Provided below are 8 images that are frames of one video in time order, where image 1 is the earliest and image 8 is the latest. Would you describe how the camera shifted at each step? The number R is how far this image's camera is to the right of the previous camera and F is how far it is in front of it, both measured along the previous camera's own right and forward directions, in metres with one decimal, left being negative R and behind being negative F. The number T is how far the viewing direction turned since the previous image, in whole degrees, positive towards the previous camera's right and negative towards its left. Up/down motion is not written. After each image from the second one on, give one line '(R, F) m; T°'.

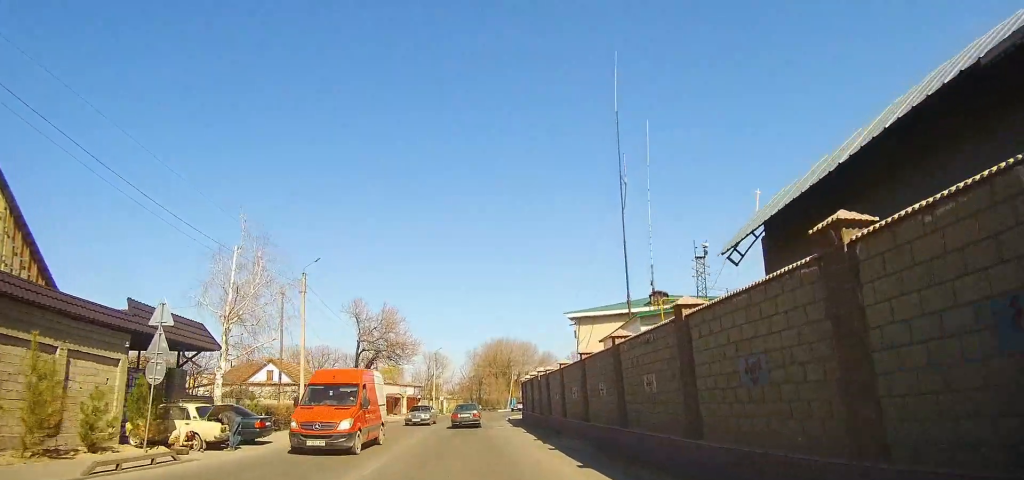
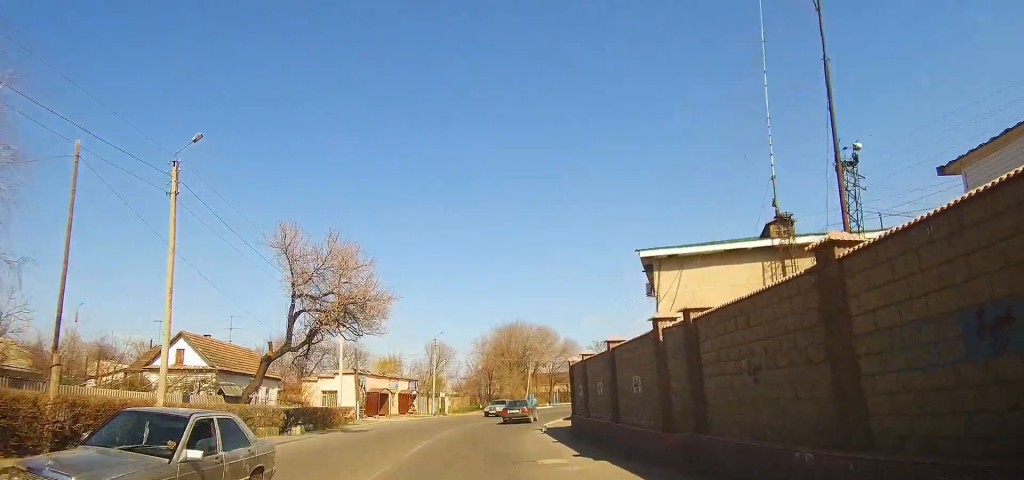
(0.0, +17.6) m; 0°
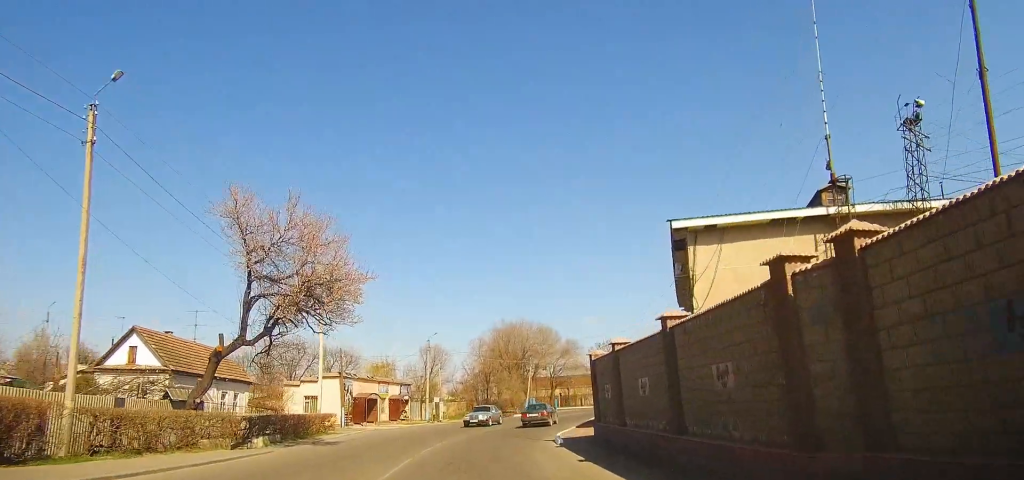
(0.0, +4.9) m; 0°
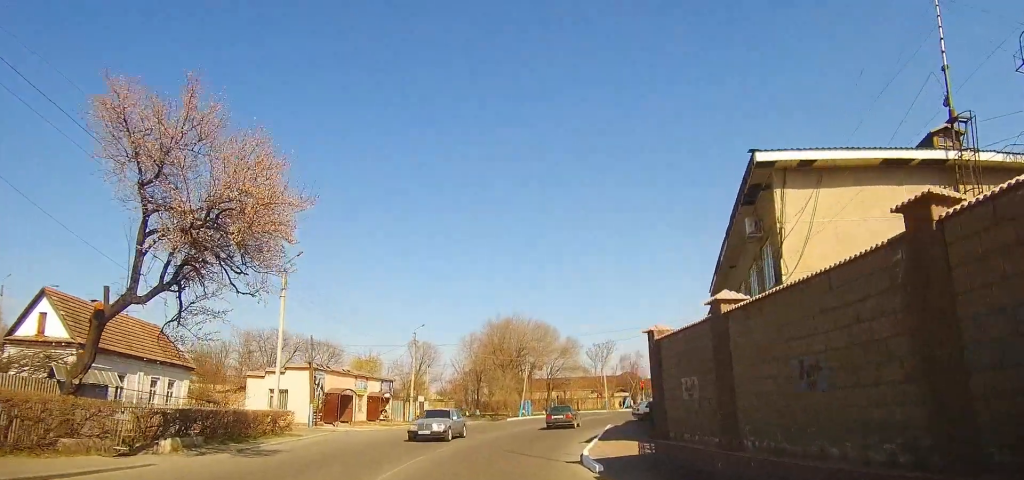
(0.0, +7.1) m; +1°
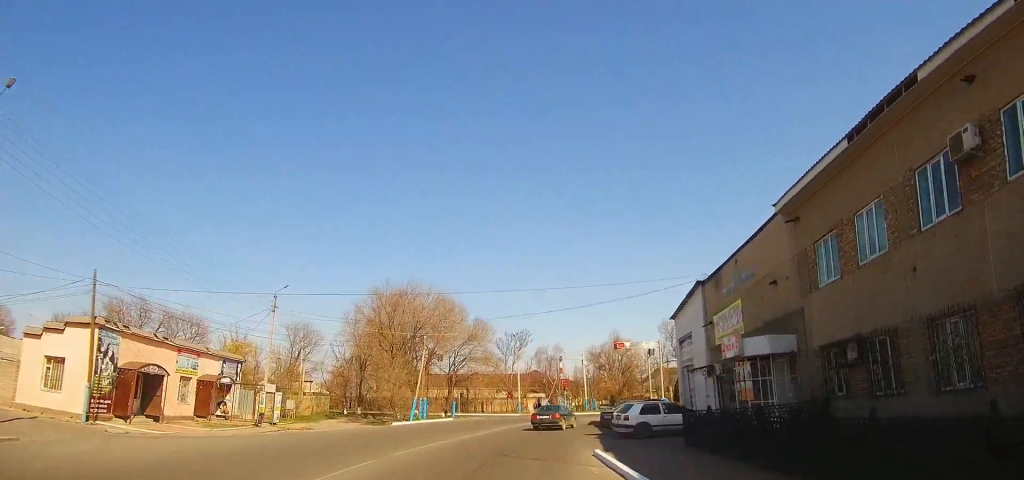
(+0.7, +17.4) m; +7°
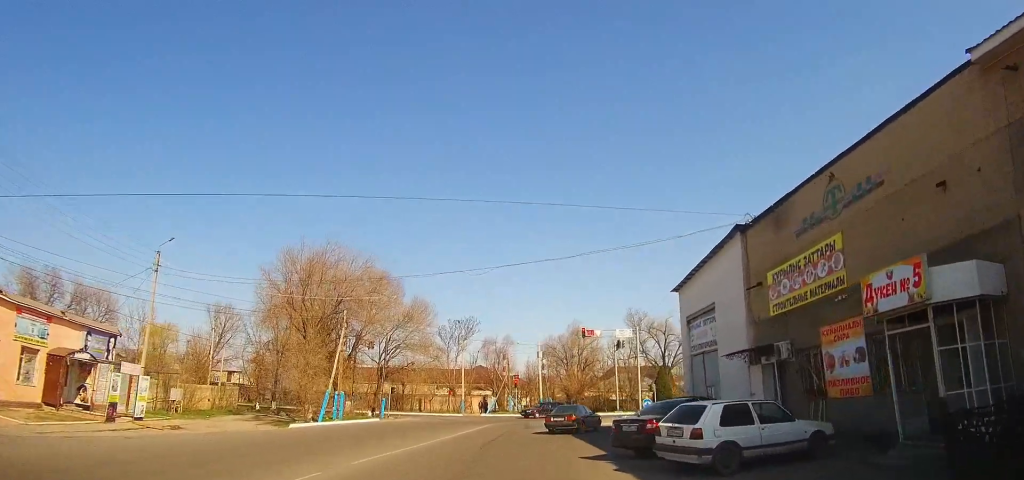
(+0.6, +11.0) m; +6°
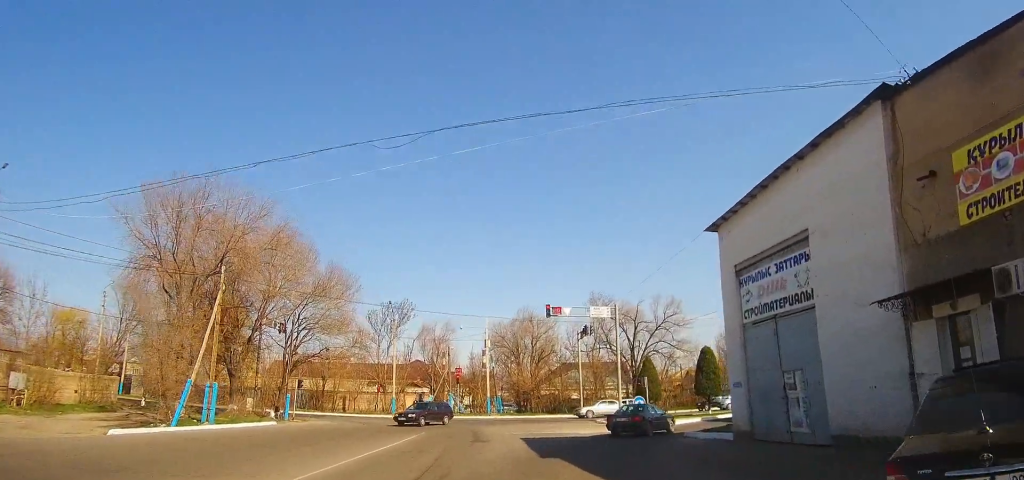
(+0.8, +11.6) m; +7°
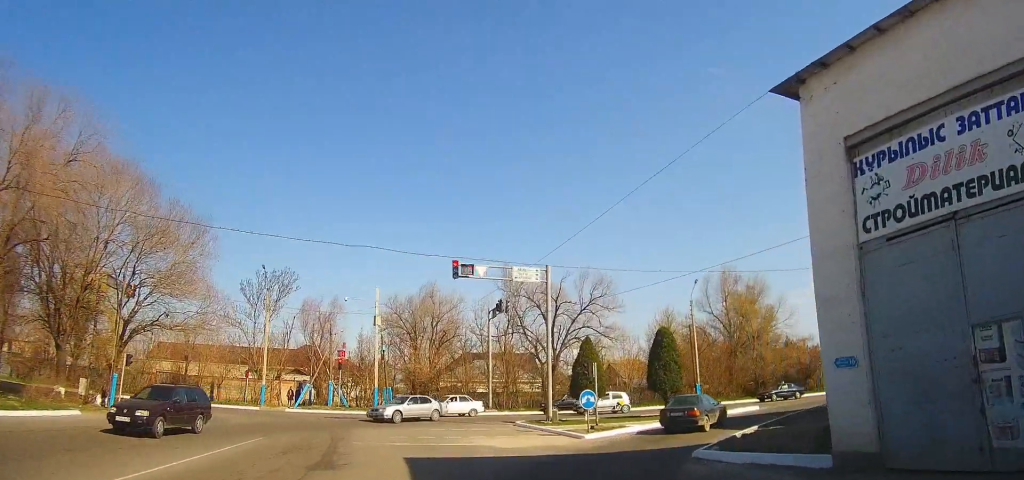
(+0.9, +10.6) m; +10°
